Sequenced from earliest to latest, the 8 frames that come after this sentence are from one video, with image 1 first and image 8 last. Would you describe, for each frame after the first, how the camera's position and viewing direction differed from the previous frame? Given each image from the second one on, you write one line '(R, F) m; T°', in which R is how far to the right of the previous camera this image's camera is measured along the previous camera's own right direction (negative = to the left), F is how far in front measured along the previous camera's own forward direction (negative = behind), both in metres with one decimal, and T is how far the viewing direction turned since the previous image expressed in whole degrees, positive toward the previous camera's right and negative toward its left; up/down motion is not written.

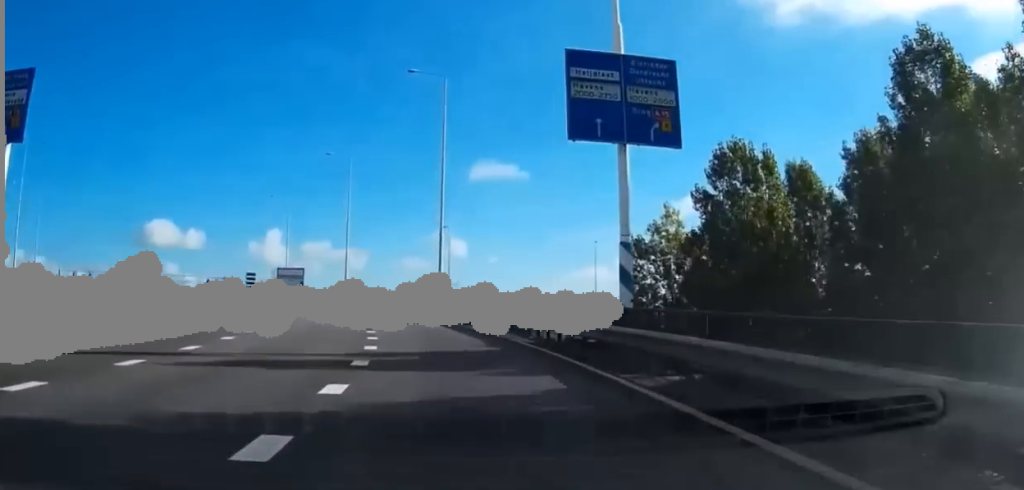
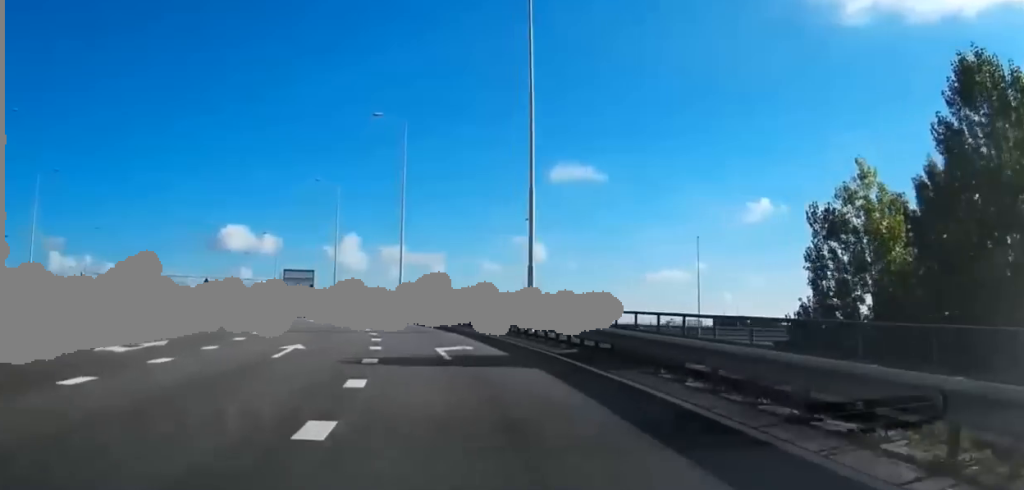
(-0.9, +18.9) m; -6°
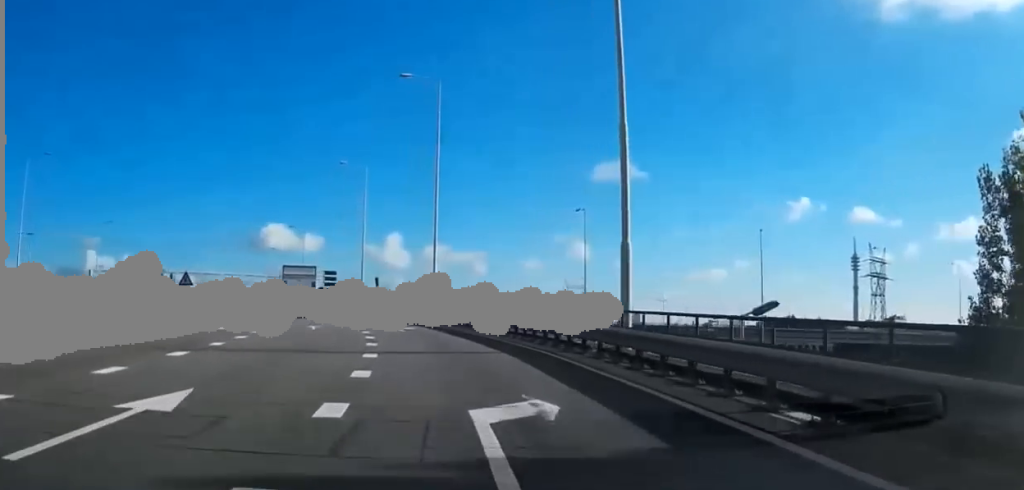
(-0.2, +10.8) m; -3°
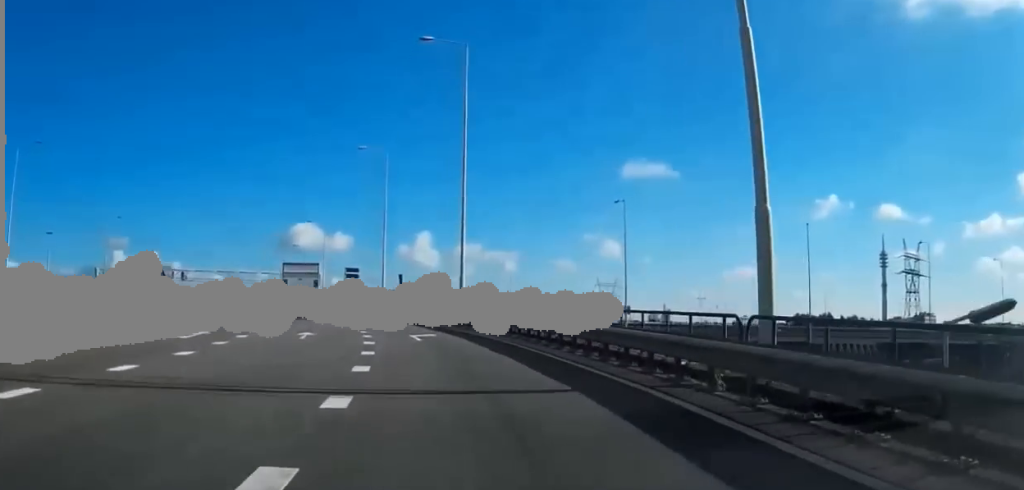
(-0.2, +7.2) m; -2°
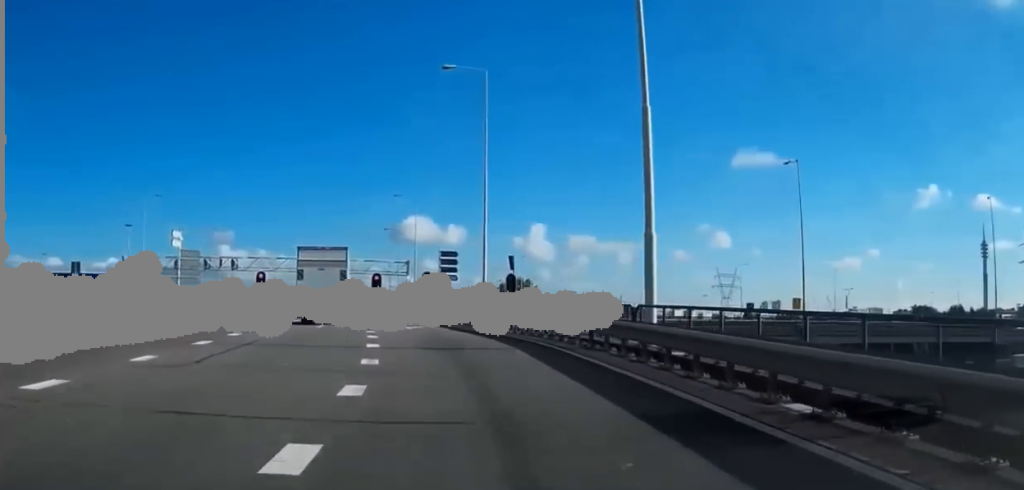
(-1.5, +23.2) m; -8°
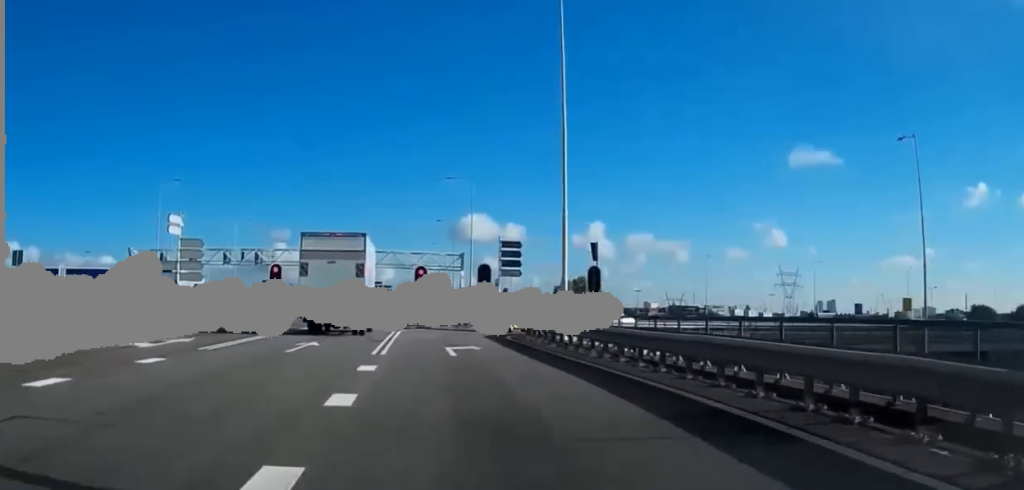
(-0.5, +12.6) m; -4°
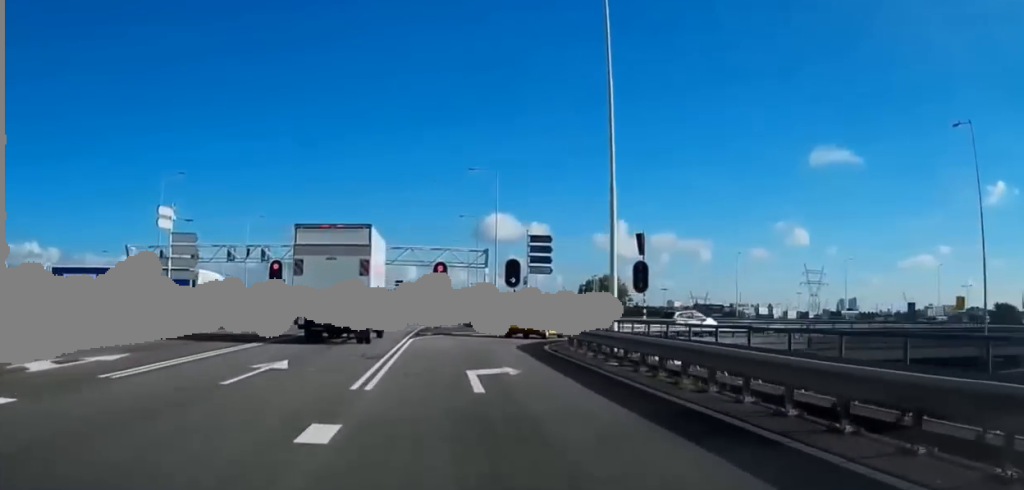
(0.0, +6.1) m; -2°
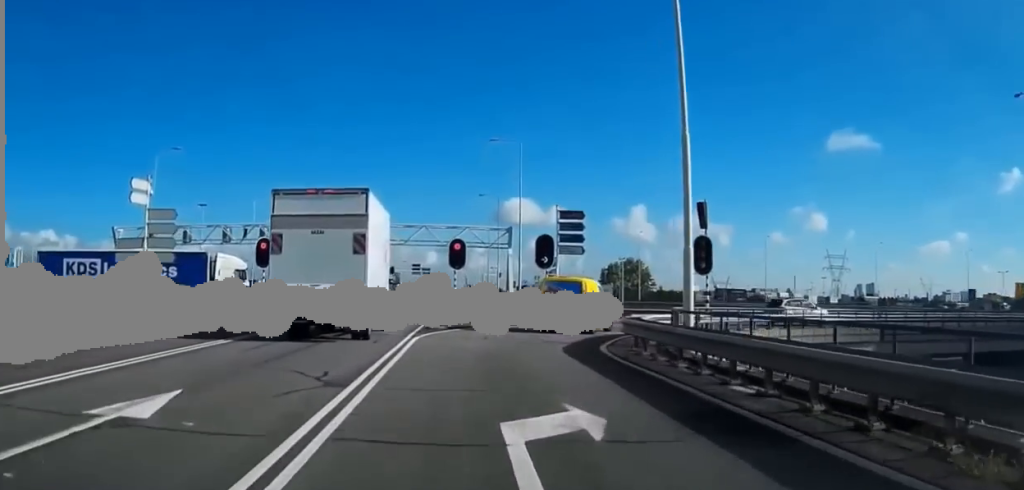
(-0.2, +6.4) m; -1°
